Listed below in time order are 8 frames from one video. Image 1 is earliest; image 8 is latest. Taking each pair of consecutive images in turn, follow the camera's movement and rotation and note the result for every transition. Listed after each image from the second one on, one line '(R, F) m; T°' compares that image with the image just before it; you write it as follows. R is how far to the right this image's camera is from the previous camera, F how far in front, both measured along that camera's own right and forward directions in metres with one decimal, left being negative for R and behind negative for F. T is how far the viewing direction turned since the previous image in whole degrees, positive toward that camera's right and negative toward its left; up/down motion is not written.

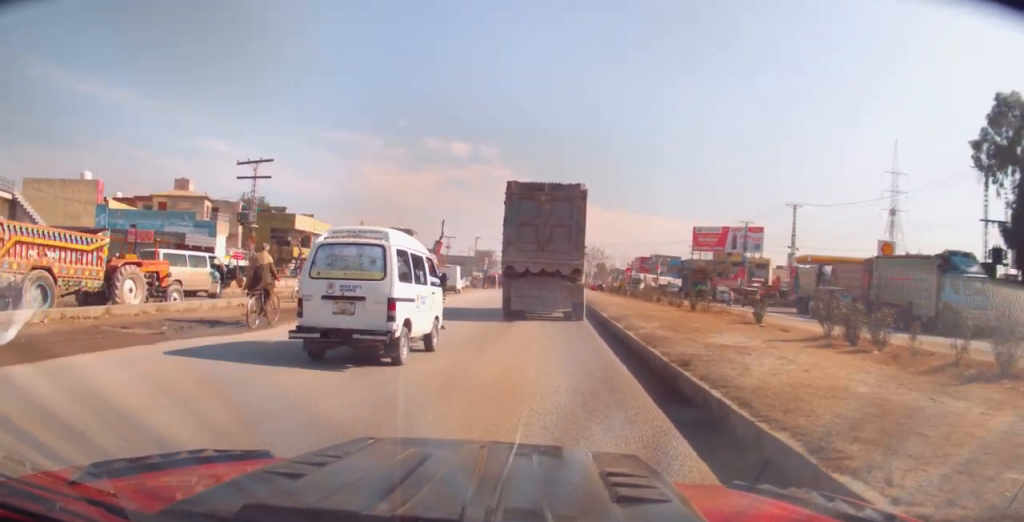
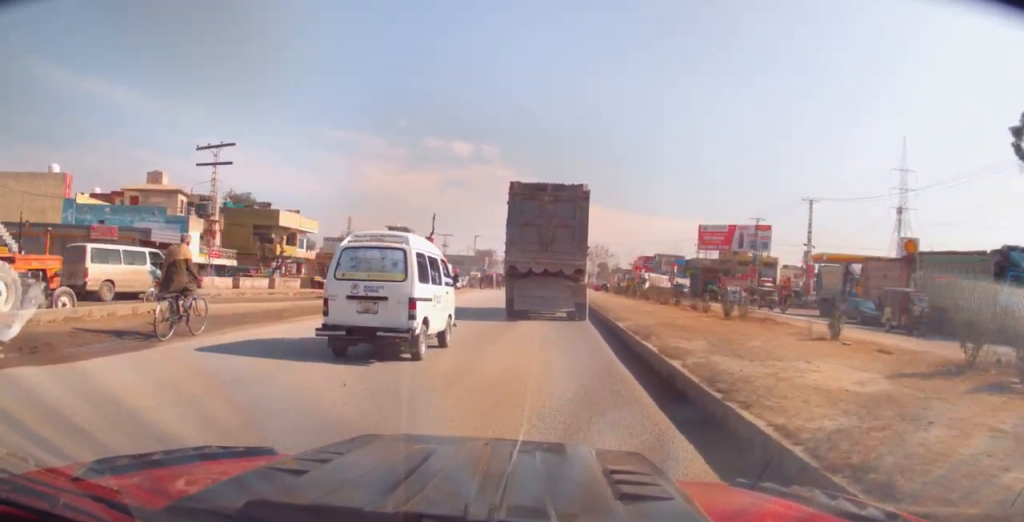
(-0.1, +4.6) m; -1°
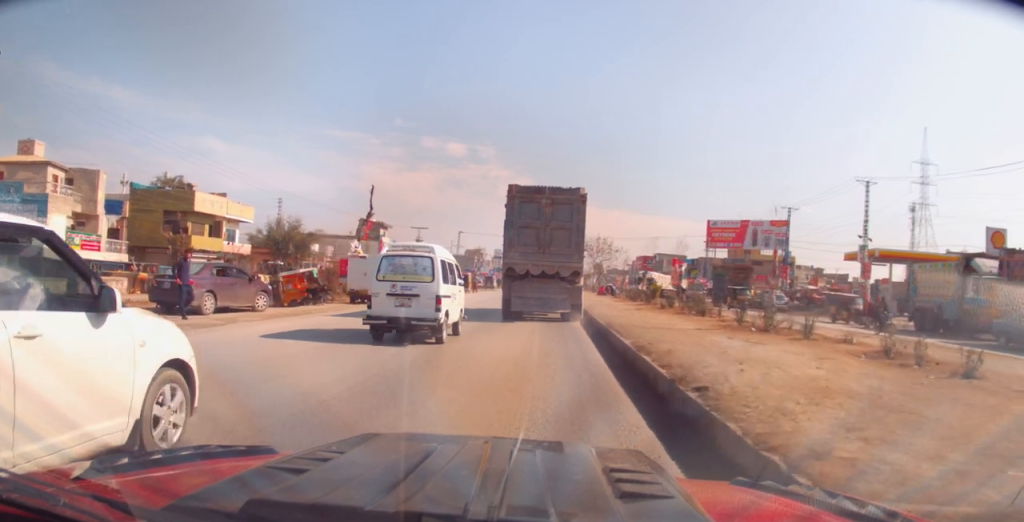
(-0.2, +15.2) m; 0°
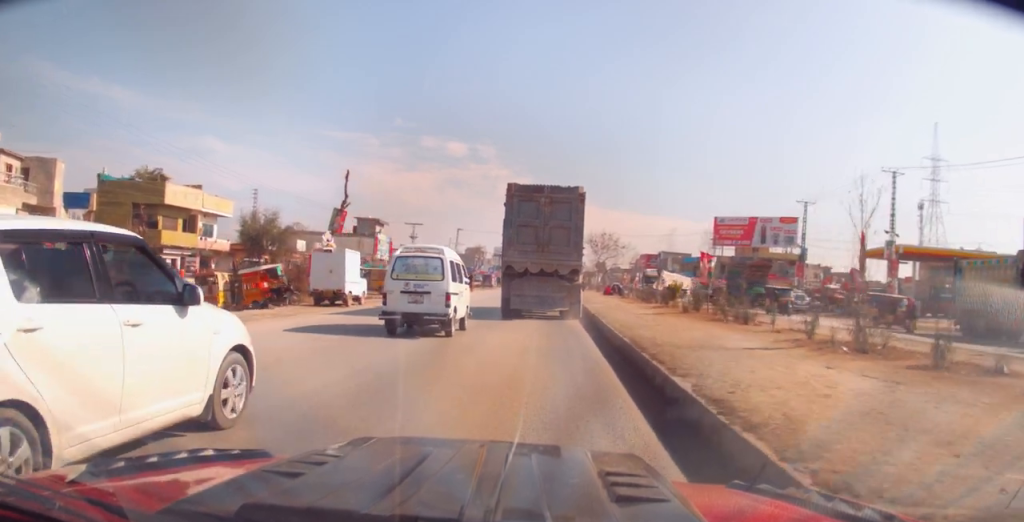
(0.0, +4.4) m; +1°
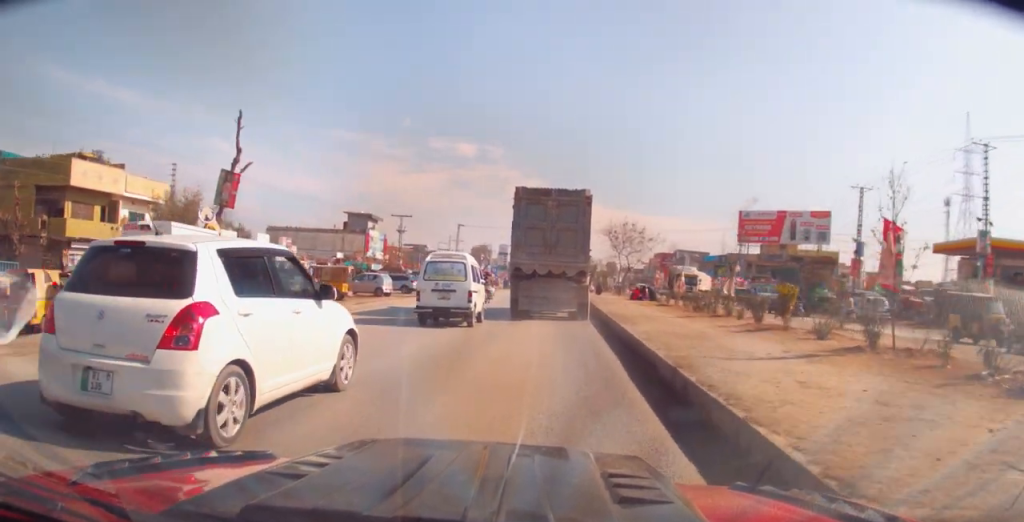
(+0.1, +11.7) m; -1°
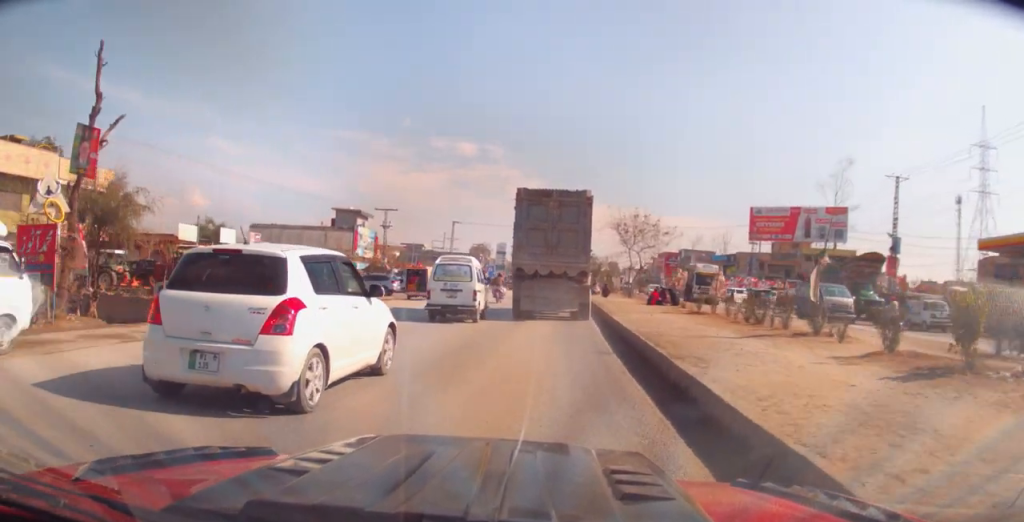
(-0.1, +6.6) m; -2°
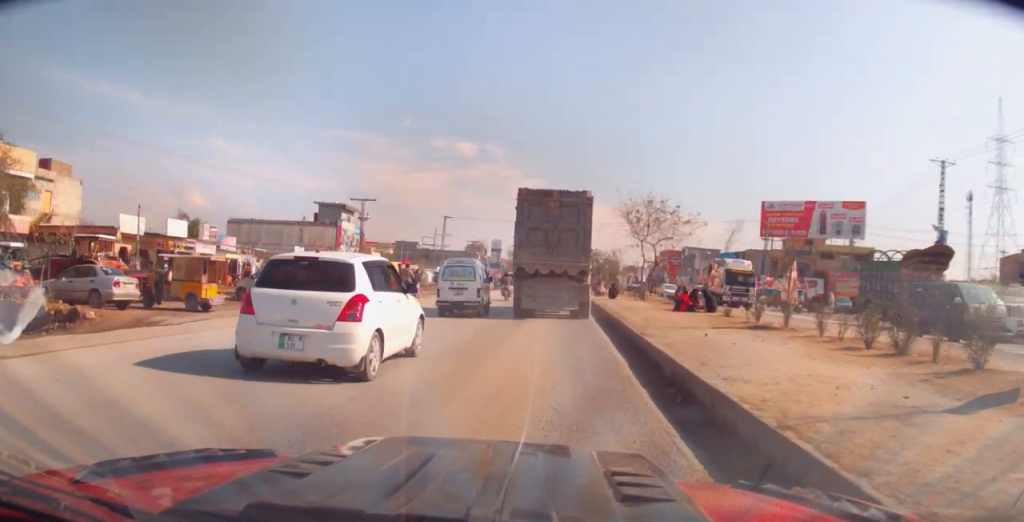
(-0.2, +7.5) m; 0°
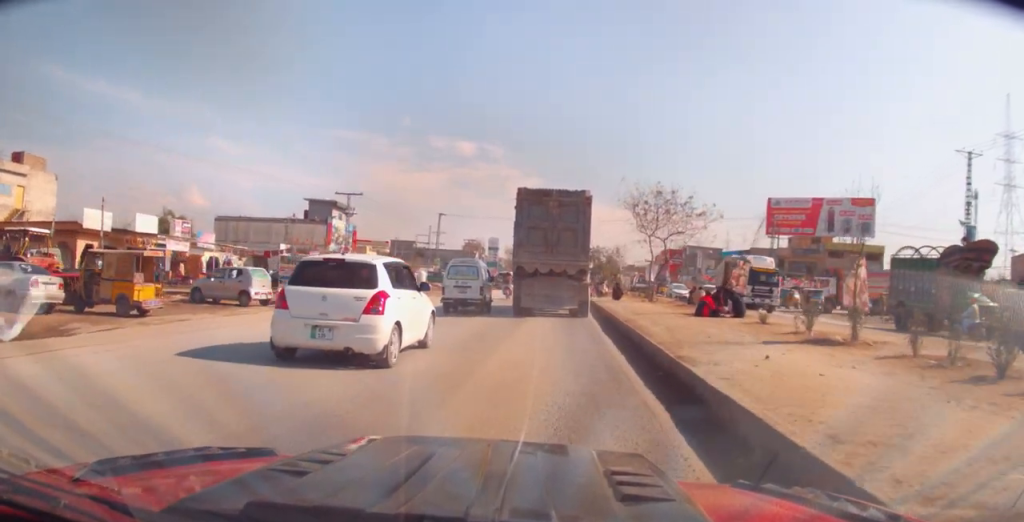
(+0.1, +3.7) m; +1°
